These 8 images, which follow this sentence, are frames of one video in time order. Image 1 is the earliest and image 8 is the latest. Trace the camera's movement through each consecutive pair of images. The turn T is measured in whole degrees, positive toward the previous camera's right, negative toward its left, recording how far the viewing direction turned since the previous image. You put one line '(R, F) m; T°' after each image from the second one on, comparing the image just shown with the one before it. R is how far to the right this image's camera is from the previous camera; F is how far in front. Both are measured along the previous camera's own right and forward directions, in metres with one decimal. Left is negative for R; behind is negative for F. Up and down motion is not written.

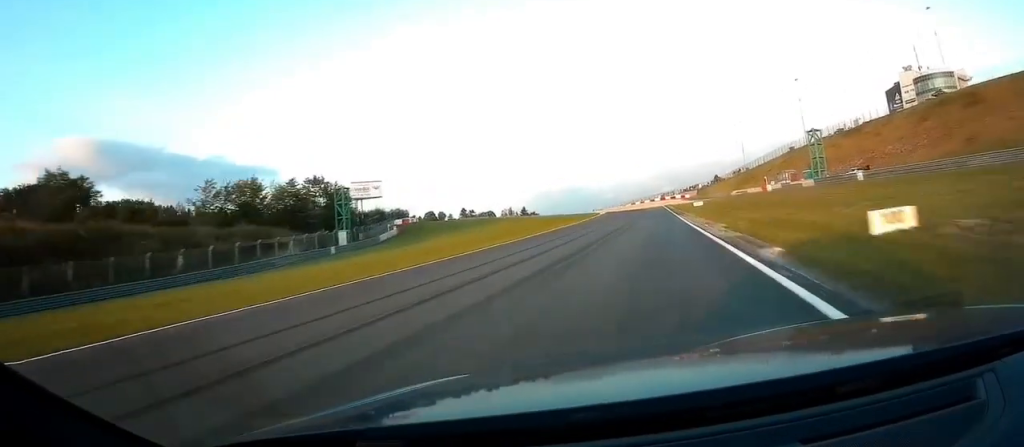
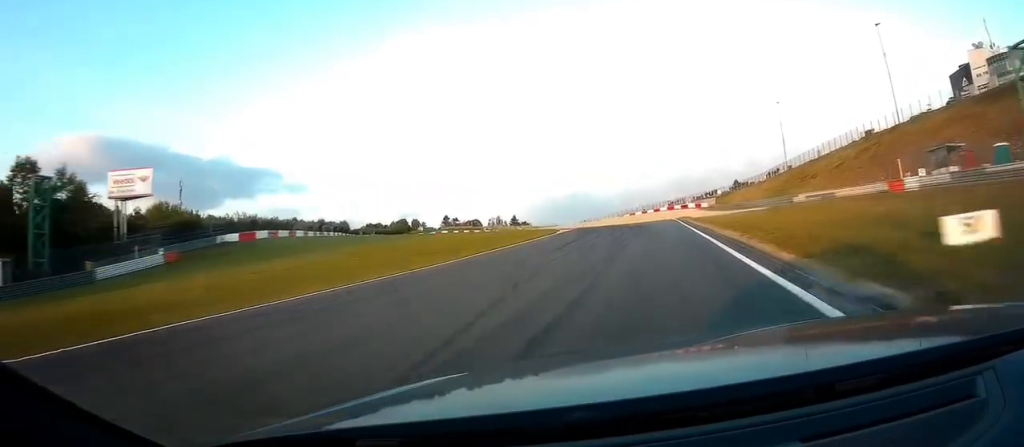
(-1.7, +38.2) m; -5°
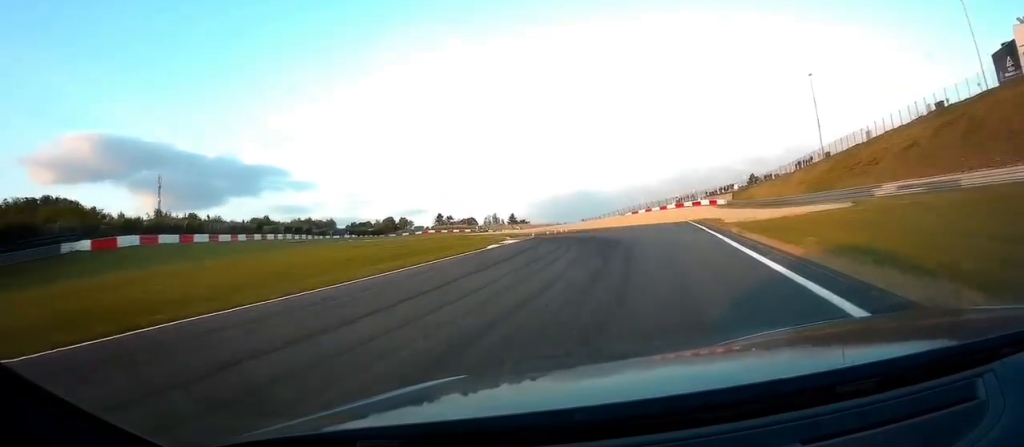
(-0.2, +19.9) m; -3°
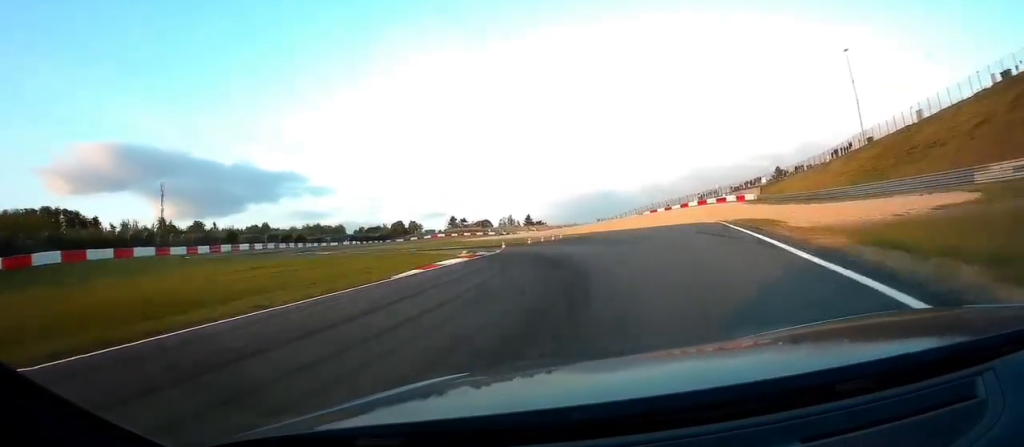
(-0.4, +11.6) m; -3°
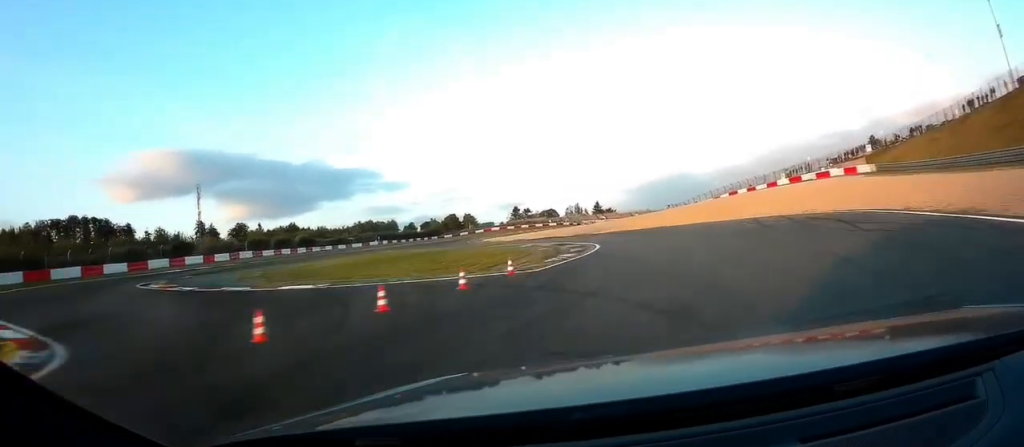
(-1.8, +27.1) m; -11°
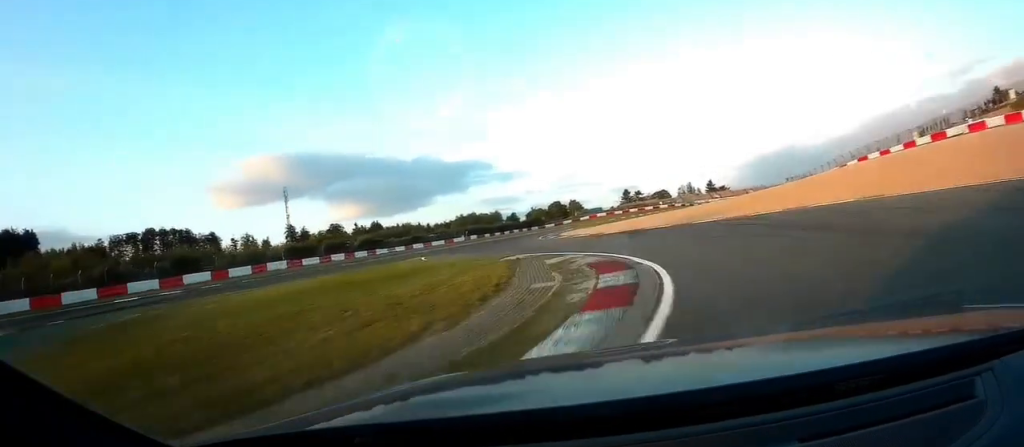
(-1.7, +20.3) m; -11°
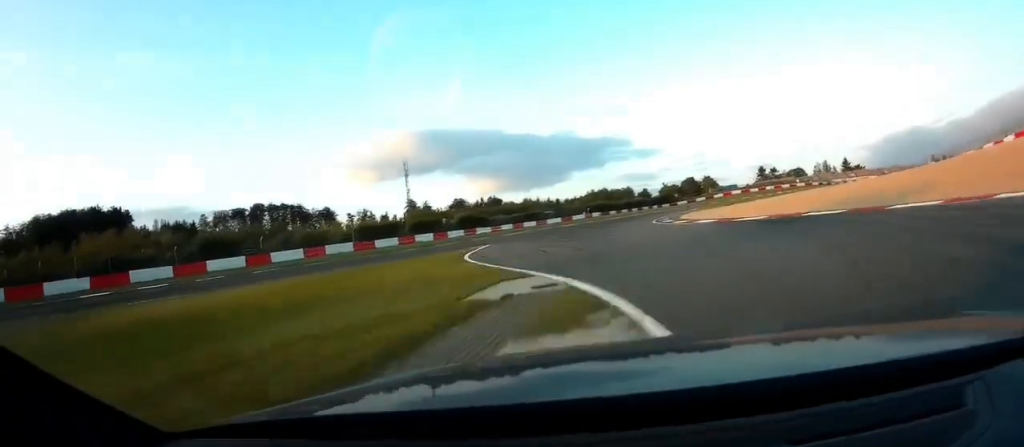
(-1.5, +16.2) m; -8°
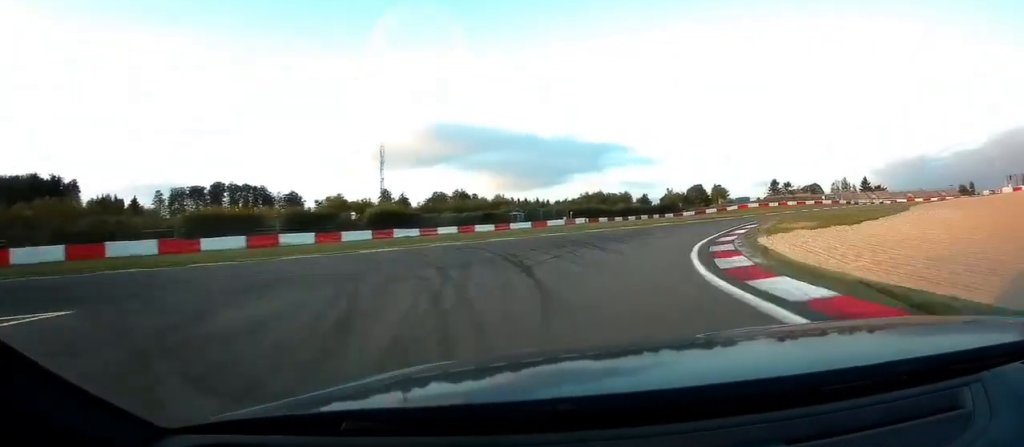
(-1.1, +33.1) m; +5°
